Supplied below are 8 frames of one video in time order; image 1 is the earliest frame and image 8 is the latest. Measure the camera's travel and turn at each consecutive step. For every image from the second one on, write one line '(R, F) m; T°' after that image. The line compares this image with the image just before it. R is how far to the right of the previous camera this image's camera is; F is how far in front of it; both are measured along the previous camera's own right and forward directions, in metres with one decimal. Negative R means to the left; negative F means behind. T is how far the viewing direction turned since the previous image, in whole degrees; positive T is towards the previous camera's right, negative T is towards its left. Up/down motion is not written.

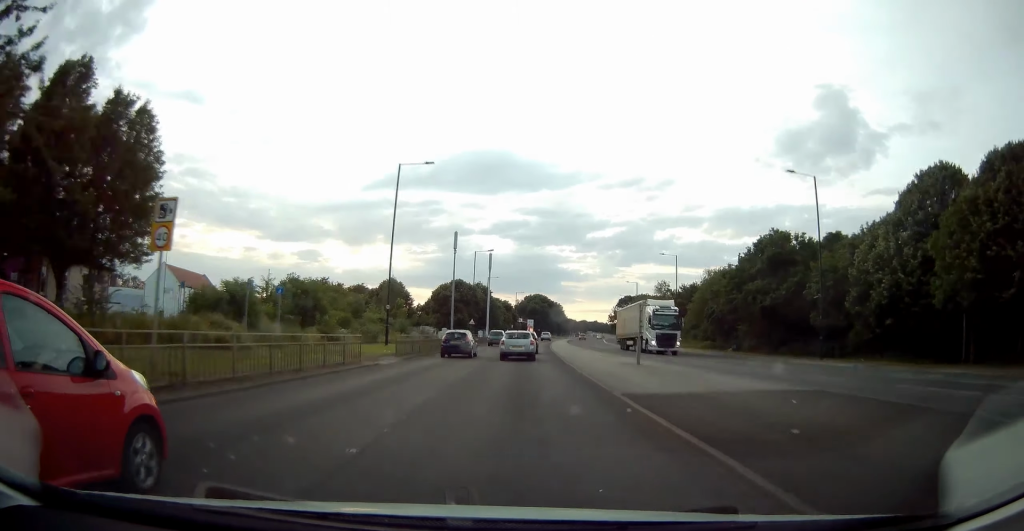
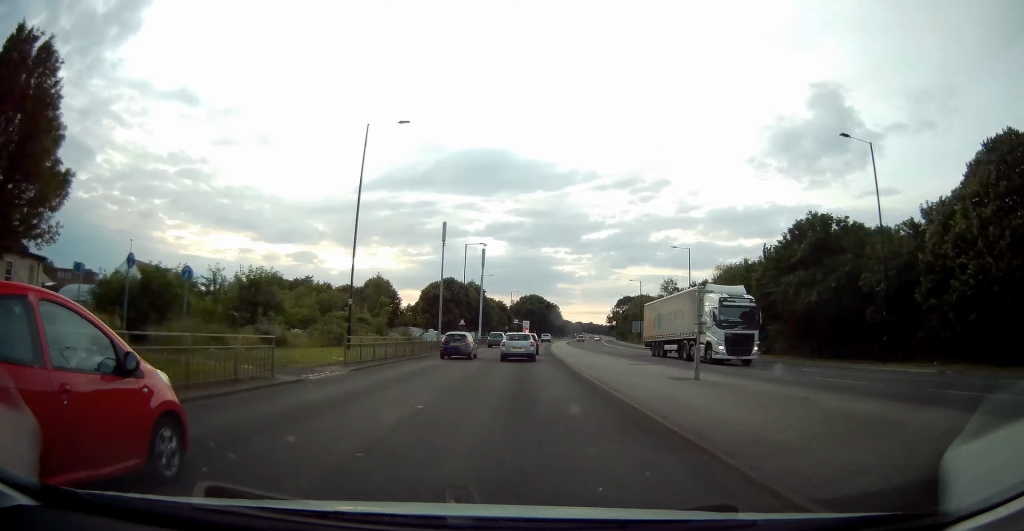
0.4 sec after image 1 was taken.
(-0.1, +8.0) m; 0°
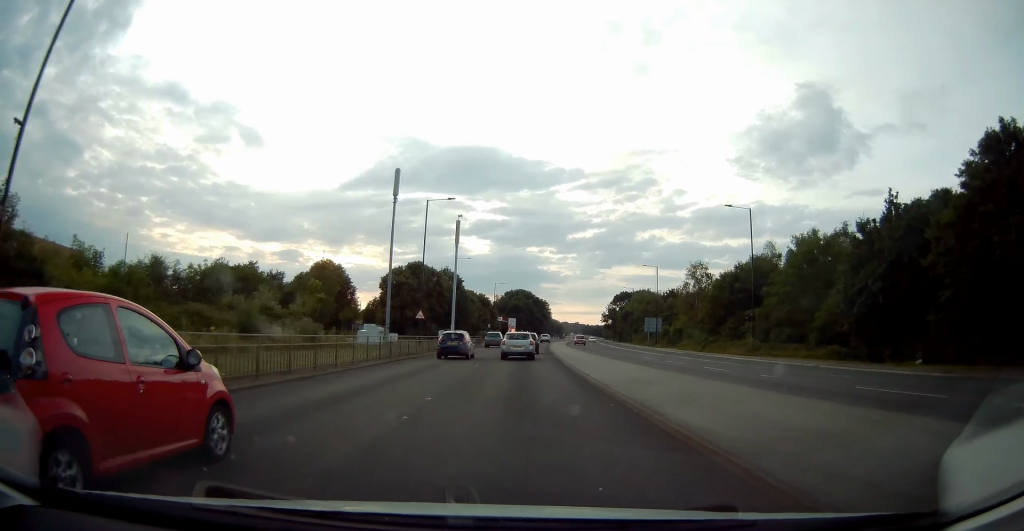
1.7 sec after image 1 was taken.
(+0.5, +22.7) m; +2°
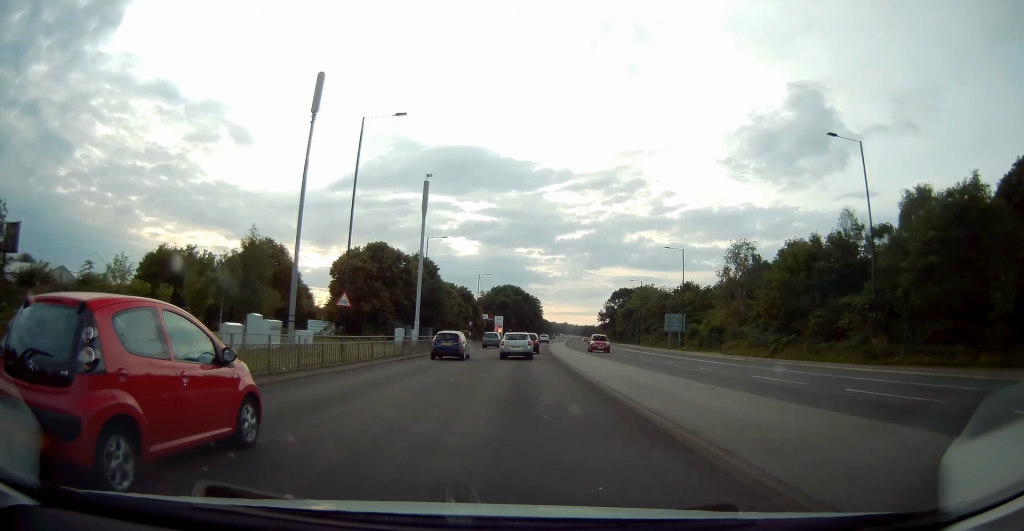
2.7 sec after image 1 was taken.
(+0.1, +19.0) m; +1°
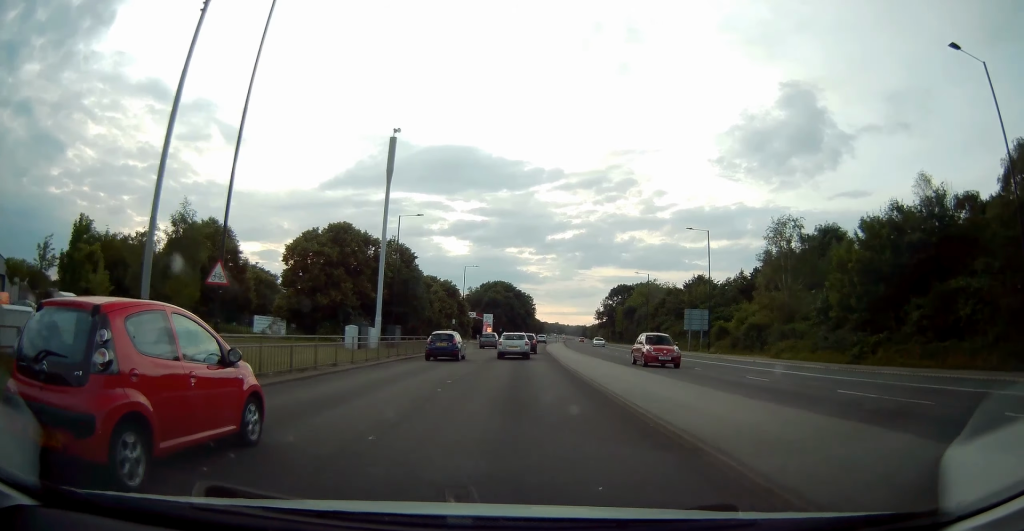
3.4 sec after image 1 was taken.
(0.0, +12.3) m; +1°
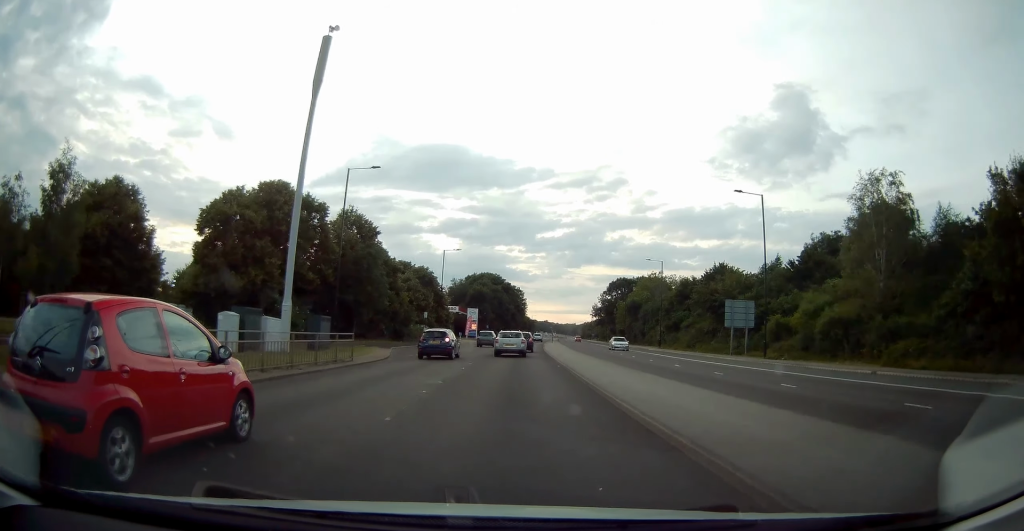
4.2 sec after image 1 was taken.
(+0.3, +15.4) m; +1°
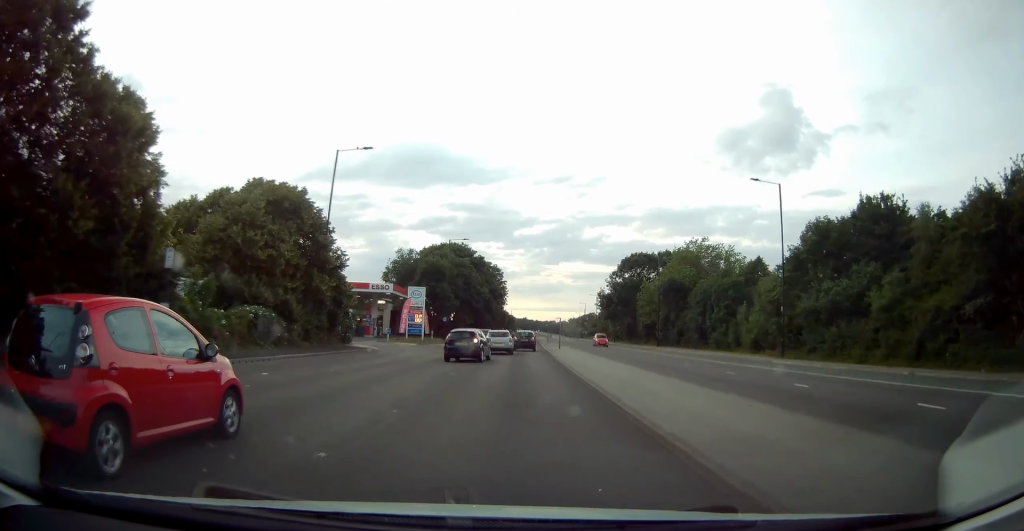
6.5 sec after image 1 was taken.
(+1.1, +42.4) m; +3°
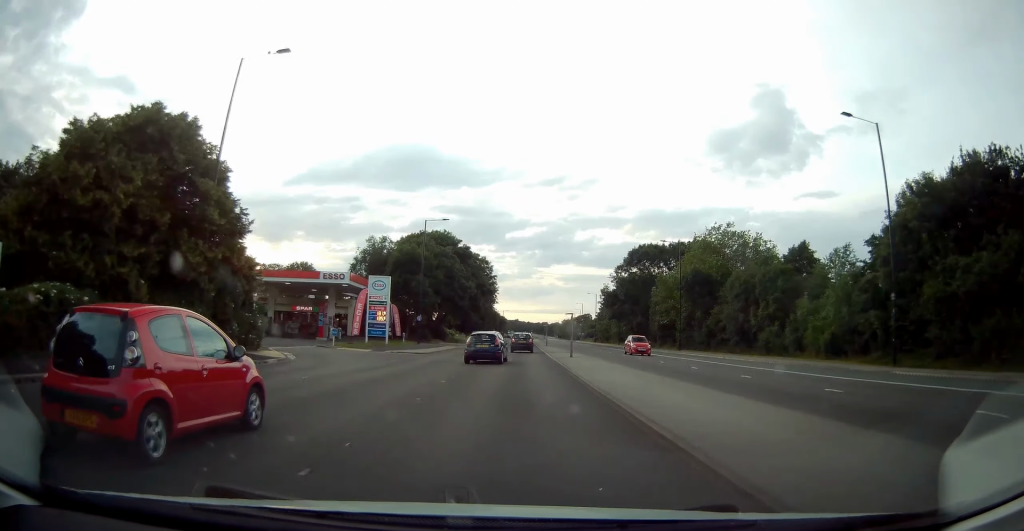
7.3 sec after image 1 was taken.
(-0.1, +14.0) m; 0°
